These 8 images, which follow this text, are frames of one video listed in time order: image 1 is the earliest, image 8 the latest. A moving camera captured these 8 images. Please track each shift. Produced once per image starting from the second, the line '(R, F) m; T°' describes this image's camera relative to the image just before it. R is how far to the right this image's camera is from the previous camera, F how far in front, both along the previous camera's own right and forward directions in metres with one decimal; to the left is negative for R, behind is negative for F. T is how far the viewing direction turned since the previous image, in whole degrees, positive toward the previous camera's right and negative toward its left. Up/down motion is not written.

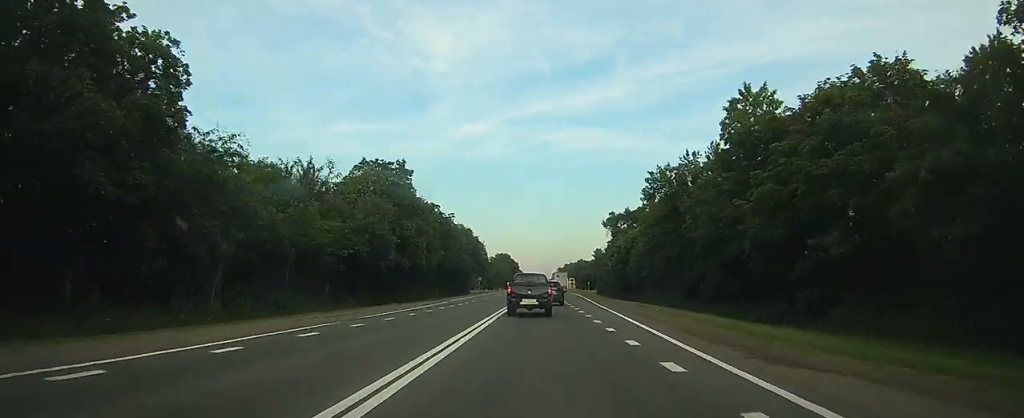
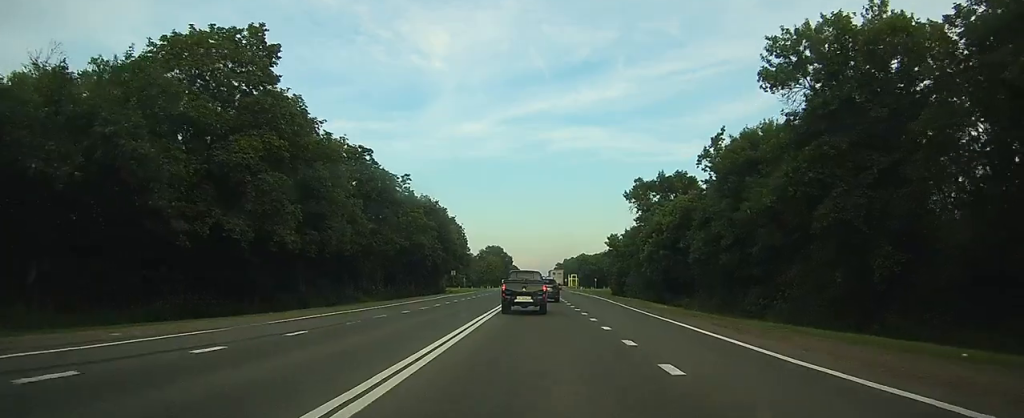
(+0.1, +35.9) m; 0°
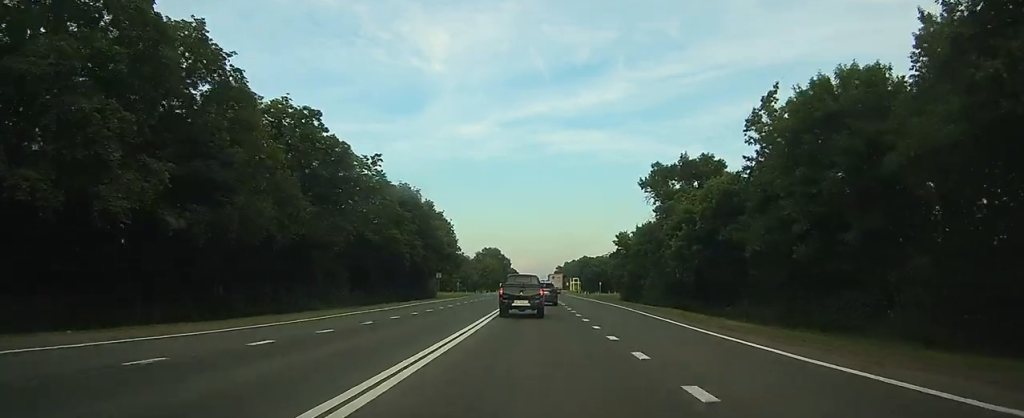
(0.0, +13.7) m; 0°
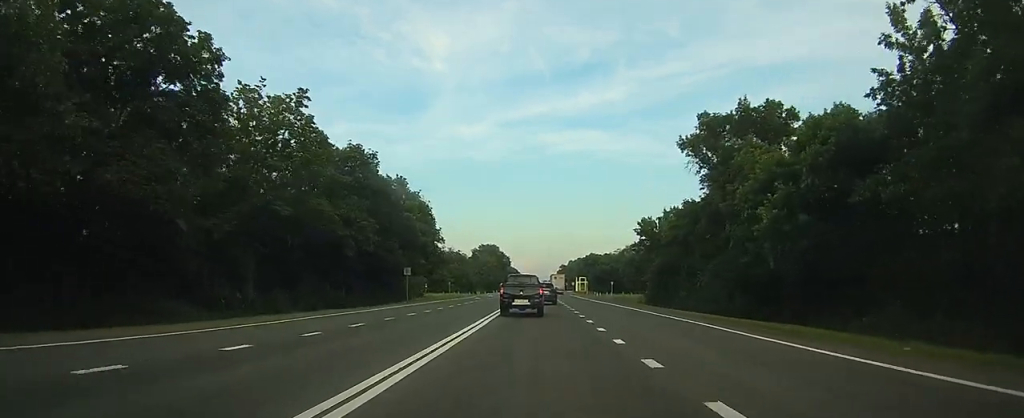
(+0.1, +20.9) m; 0°
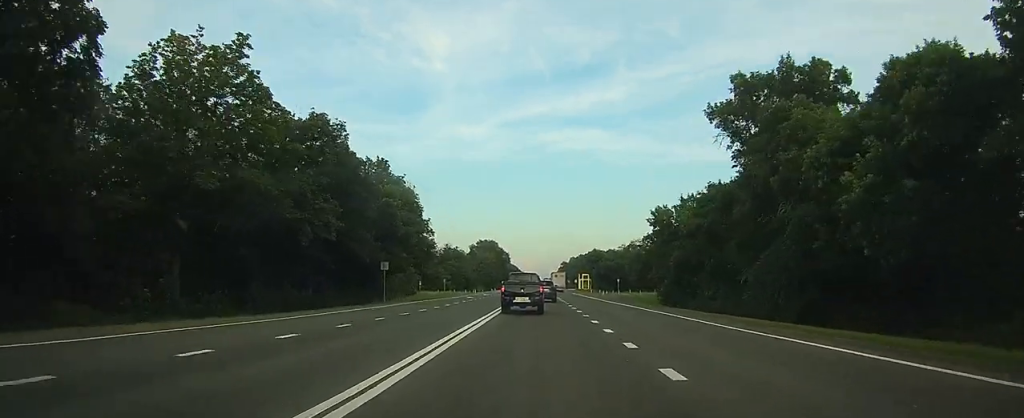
(0.0, +9.4) m; 0°
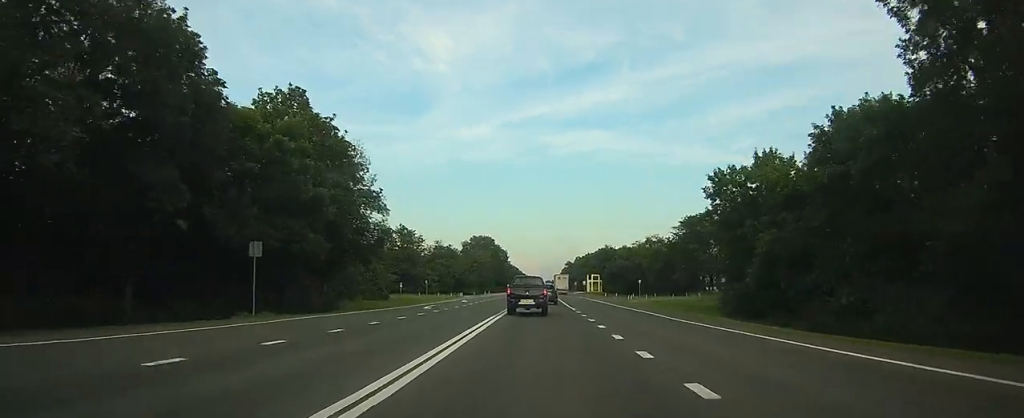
(0.0, +24.8) m; 0°
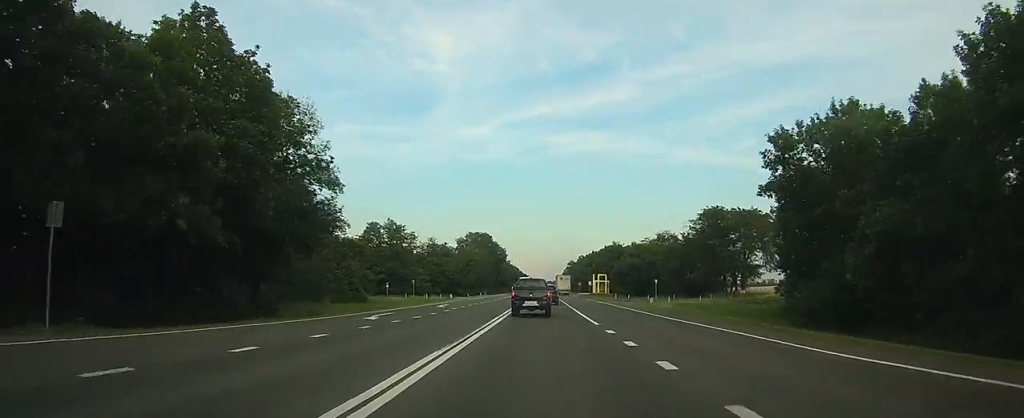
(-0.1, +13.2) m; 0°
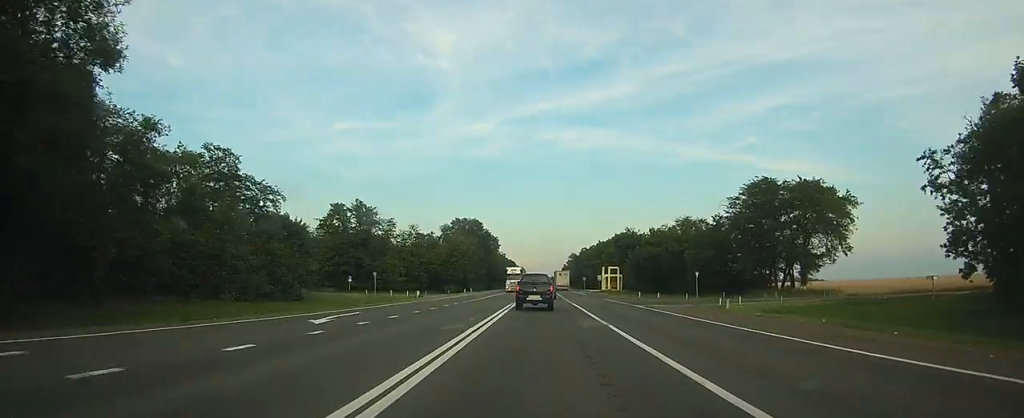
(0.0, +23.7) m; 0°
